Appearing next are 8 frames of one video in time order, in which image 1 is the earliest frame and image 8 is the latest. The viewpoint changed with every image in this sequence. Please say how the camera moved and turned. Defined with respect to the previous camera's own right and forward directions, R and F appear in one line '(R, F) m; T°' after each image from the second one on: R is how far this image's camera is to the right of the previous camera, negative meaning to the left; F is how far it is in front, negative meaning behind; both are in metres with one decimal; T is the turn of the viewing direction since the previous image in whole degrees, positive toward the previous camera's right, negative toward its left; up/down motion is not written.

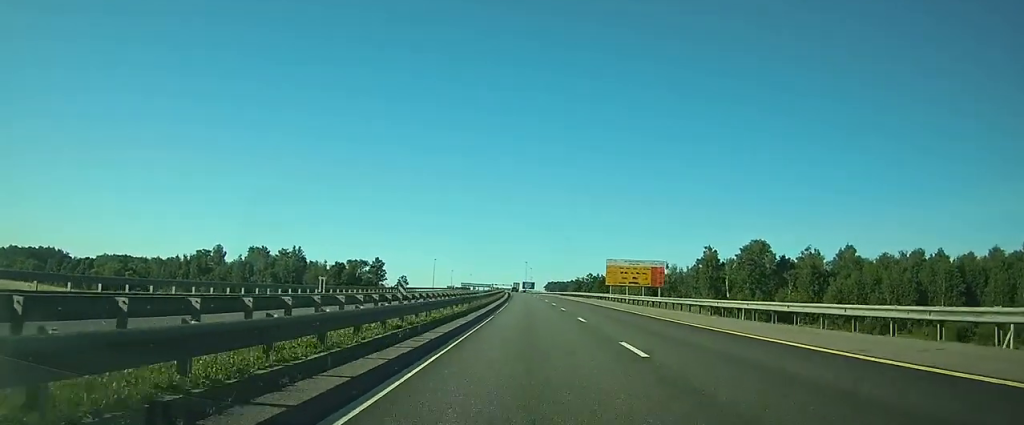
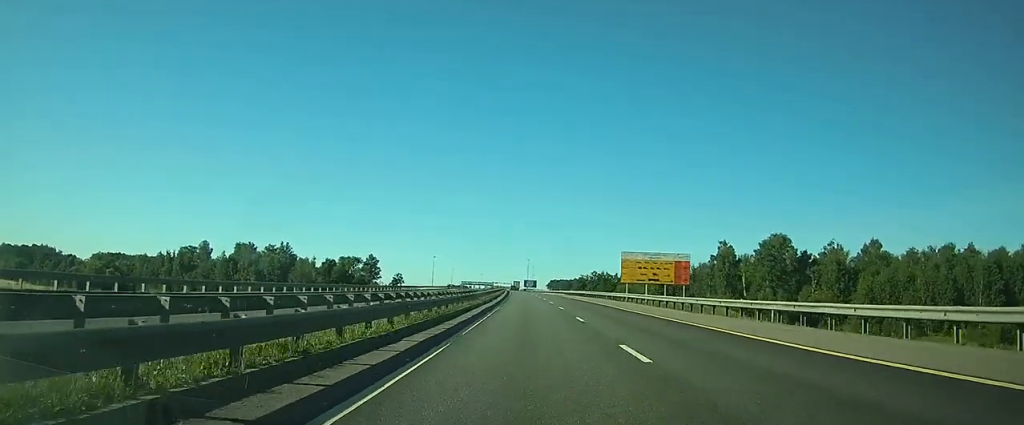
(-0.1, +12.9) m; 0°
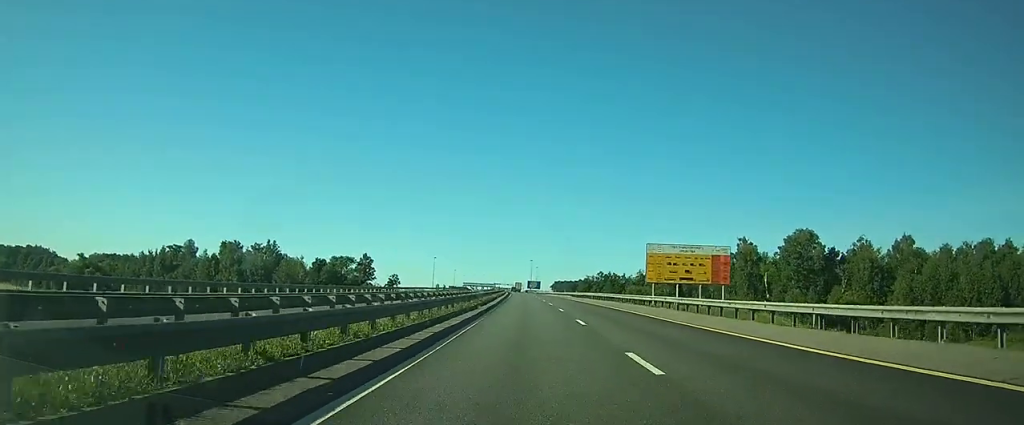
(-0.1, +13.8) m; 0°
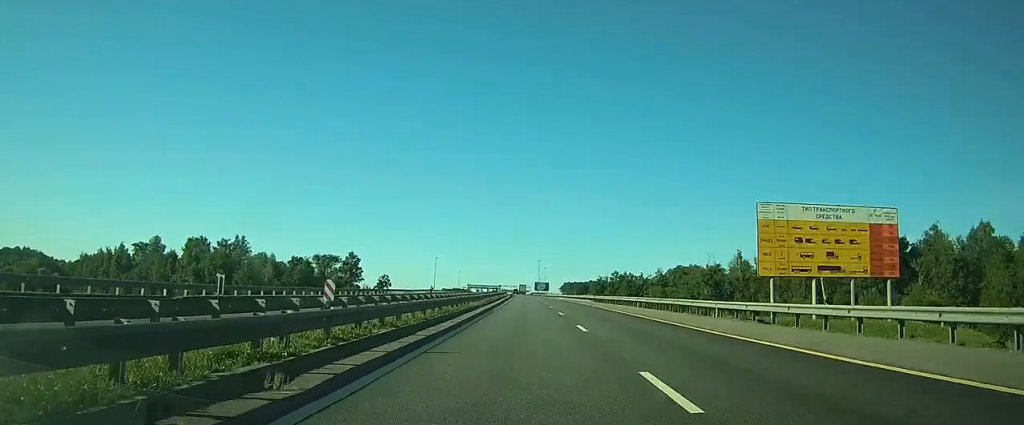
(0.0, +27.2) m; 0°
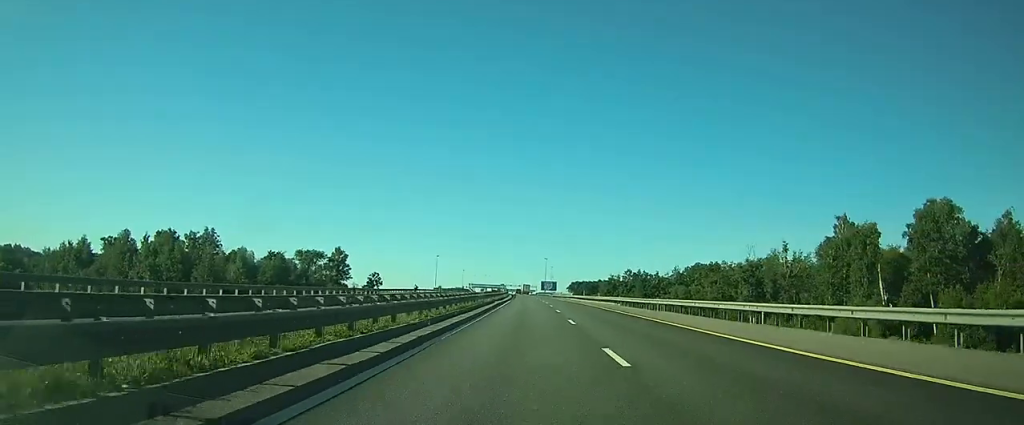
(-0.1, +20.5) m; 0°
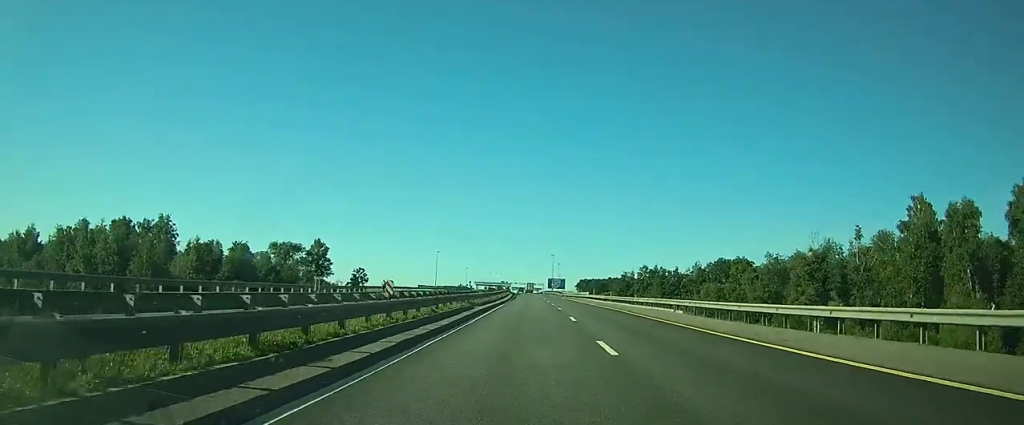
(0.0, +22.9) m; 0°
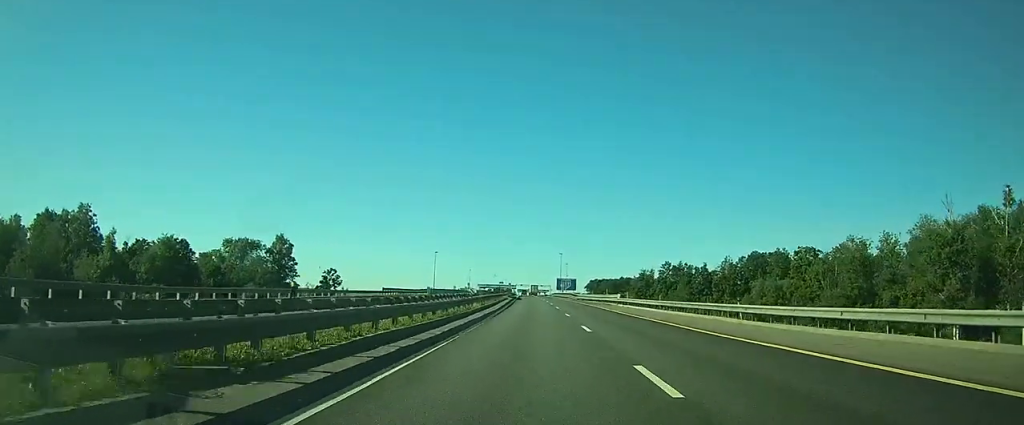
(-0.1, +28.7) m; -1°
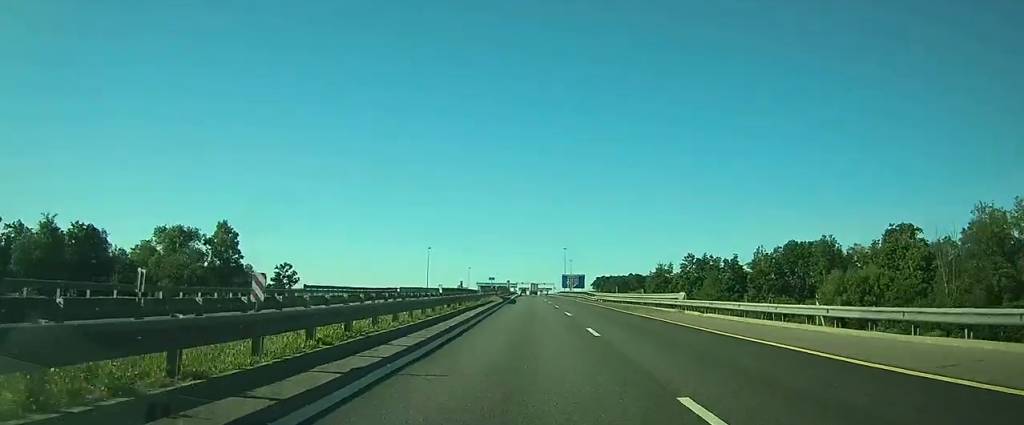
(-0.2, +27.3) m; -1°
